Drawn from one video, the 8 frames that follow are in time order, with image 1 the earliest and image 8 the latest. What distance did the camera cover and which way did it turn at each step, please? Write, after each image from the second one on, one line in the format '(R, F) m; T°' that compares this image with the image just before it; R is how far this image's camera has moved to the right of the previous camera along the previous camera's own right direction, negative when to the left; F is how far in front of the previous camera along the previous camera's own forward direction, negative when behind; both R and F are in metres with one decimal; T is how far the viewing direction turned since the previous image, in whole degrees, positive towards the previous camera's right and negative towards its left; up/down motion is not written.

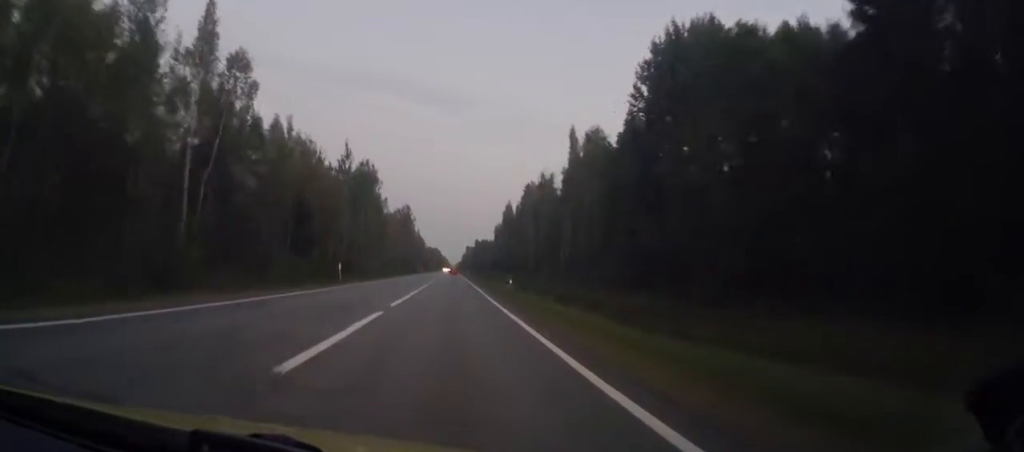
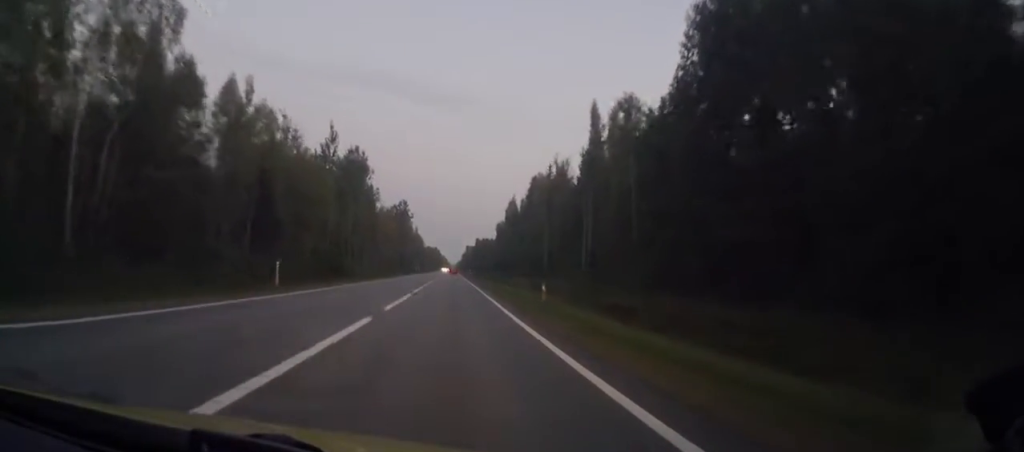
(-0.1, +13.8) m; 0°
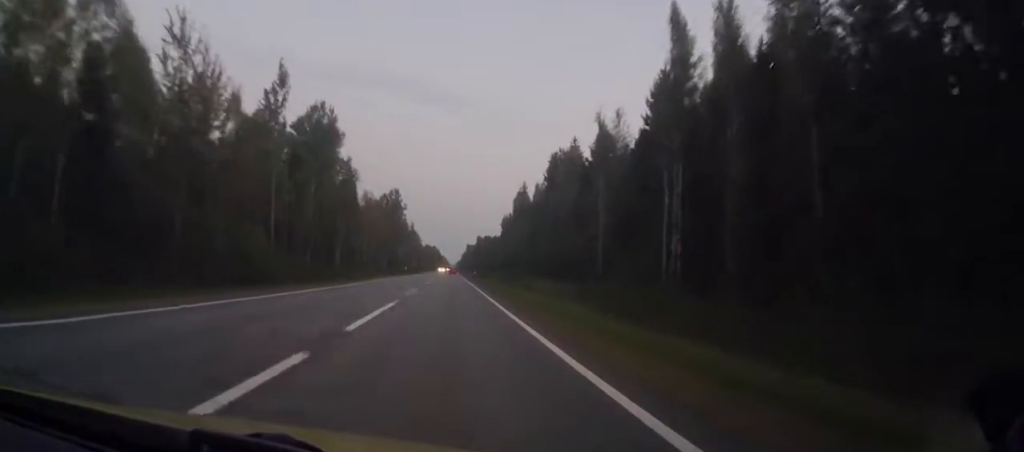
(-0.2, +29.6) m; 0°
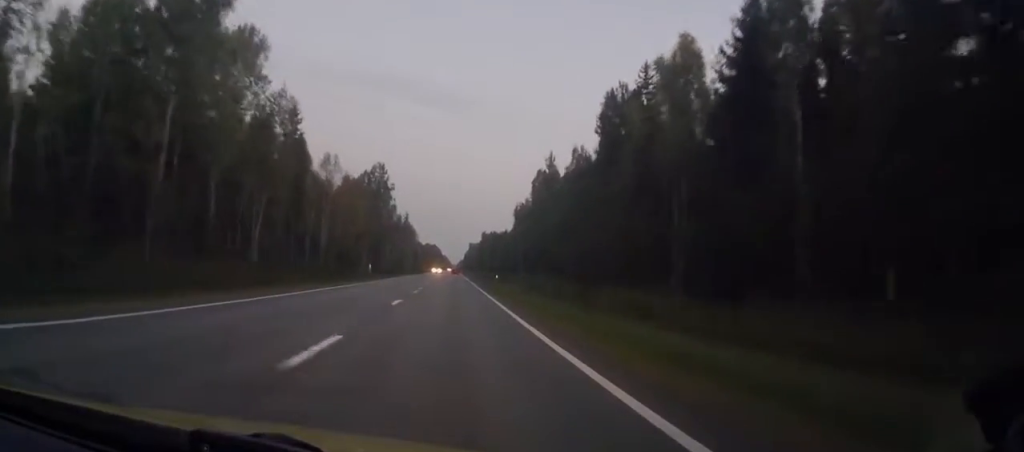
(0.0, +42.4) m; 0°
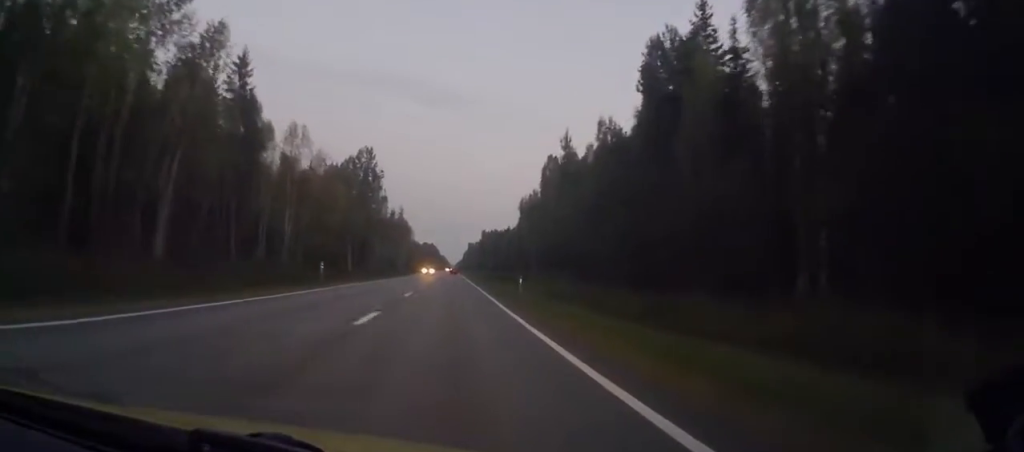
(0.0, +18.8) m; 0°
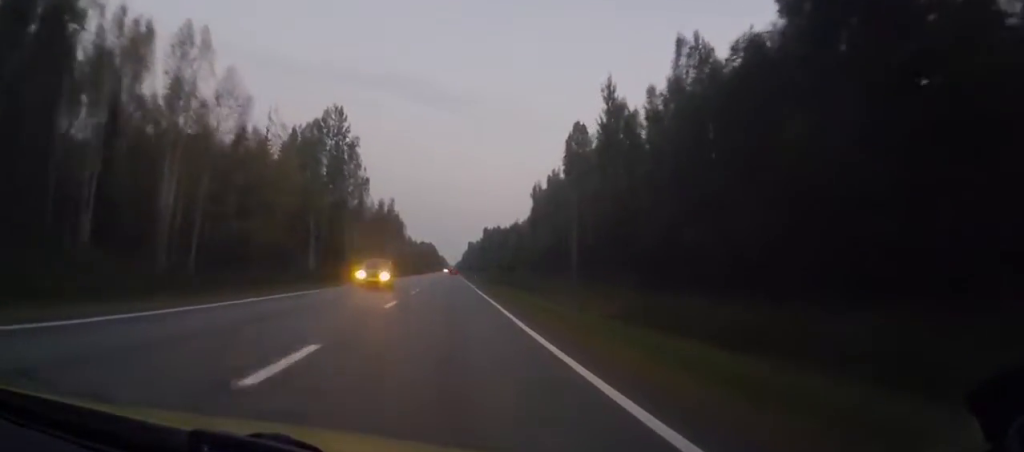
(-0.1, +30.5) m; 0°
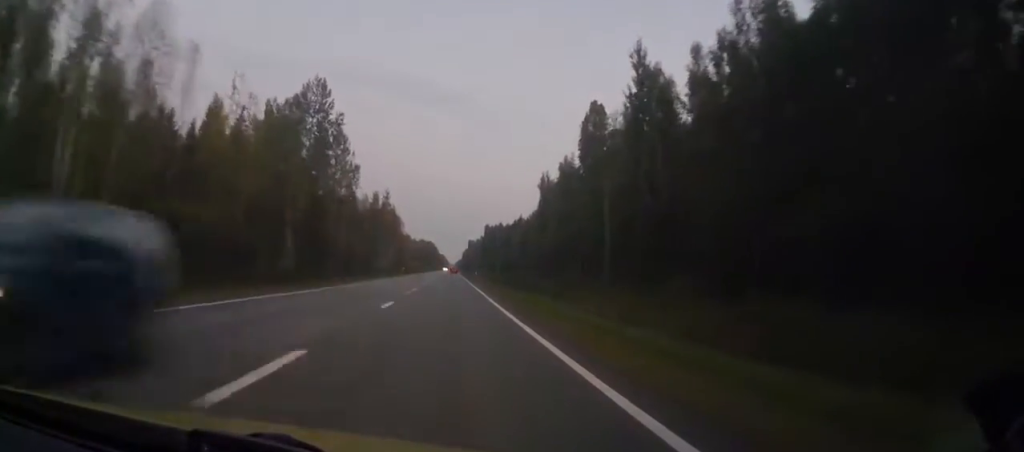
(0.0, +12.7) m; 0°
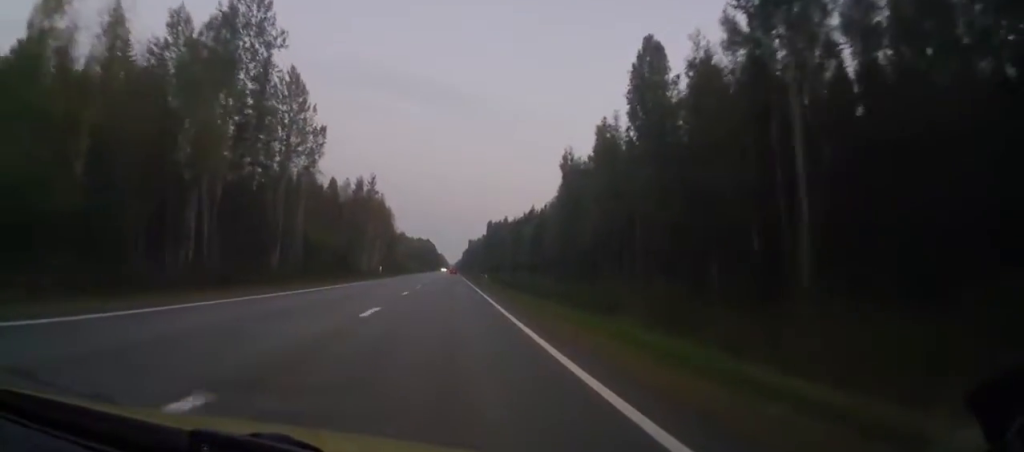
(0.0, +27.1) m; 0°
